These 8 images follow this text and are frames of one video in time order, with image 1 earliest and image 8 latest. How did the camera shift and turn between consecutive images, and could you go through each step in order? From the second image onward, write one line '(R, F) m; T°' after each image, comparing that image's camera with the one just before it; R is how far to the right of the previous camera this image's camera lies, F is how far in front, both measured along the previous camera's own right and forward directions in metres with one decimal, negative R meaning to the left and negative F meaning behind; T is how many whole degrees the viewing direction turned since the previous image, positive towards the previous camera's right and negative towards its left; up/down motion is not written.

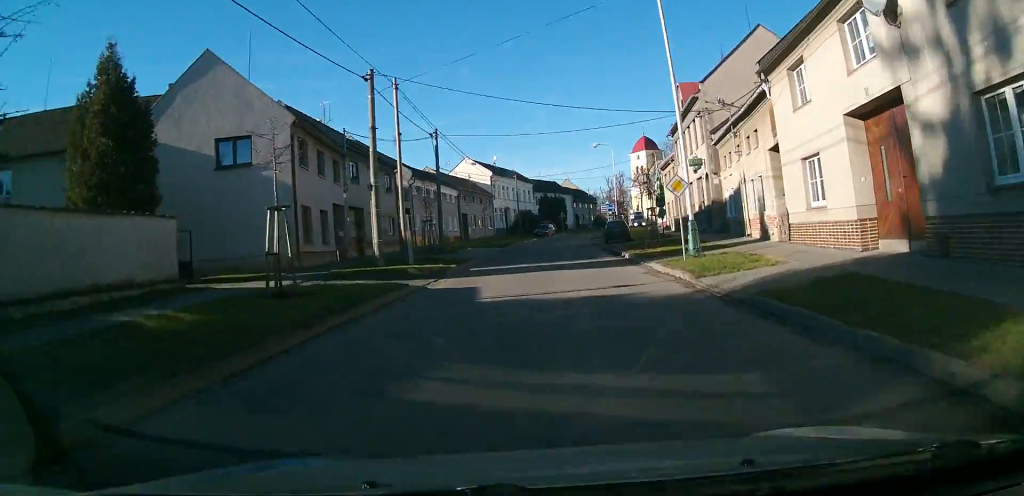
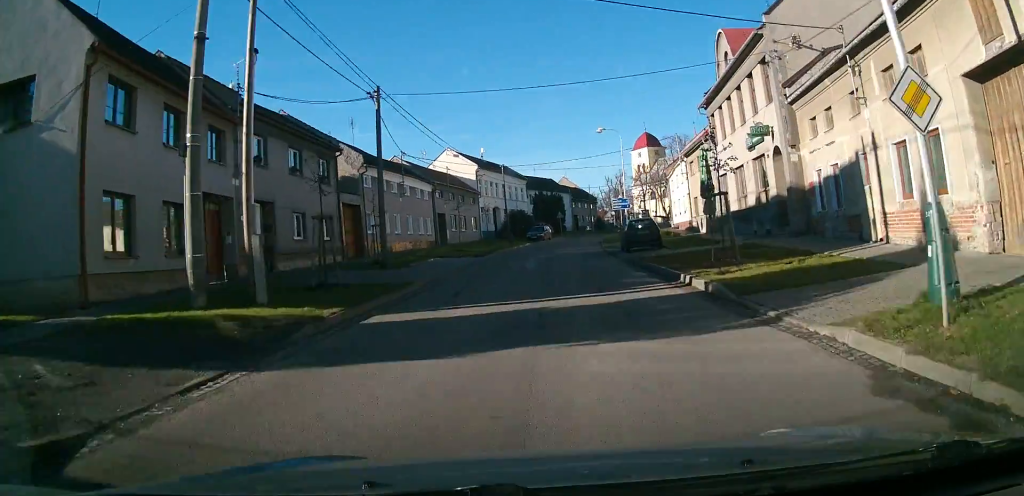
(+0.2, +13.1) m; +1°
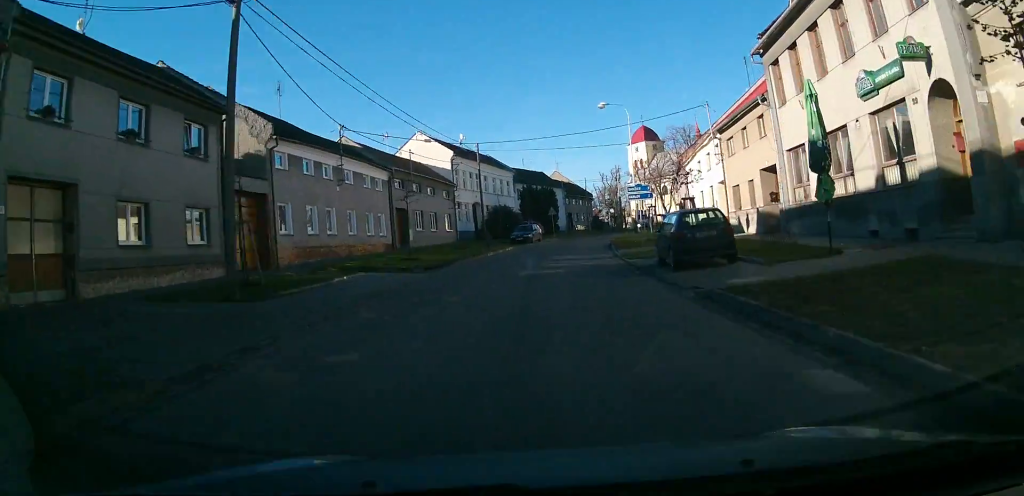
(+0.1, +13.8) m; +1°
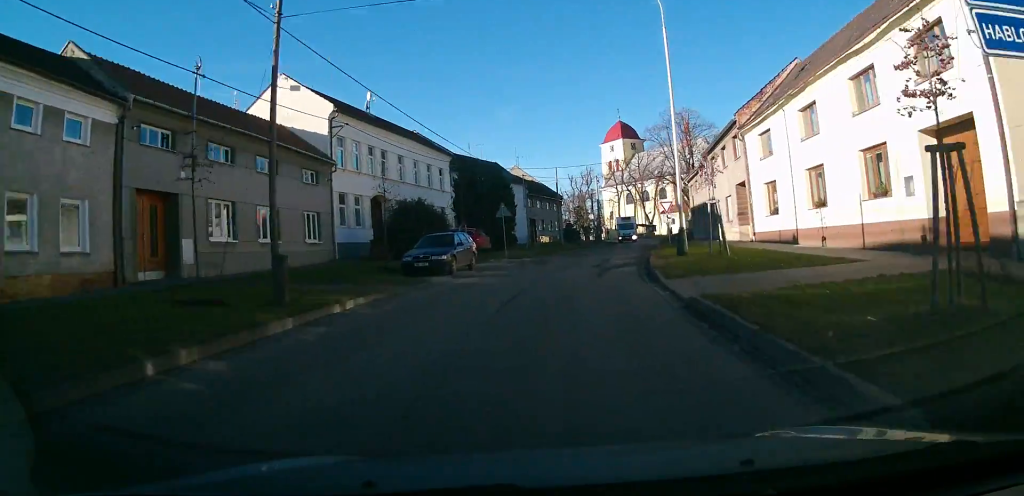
(+0.7, +27.7) m; +4°
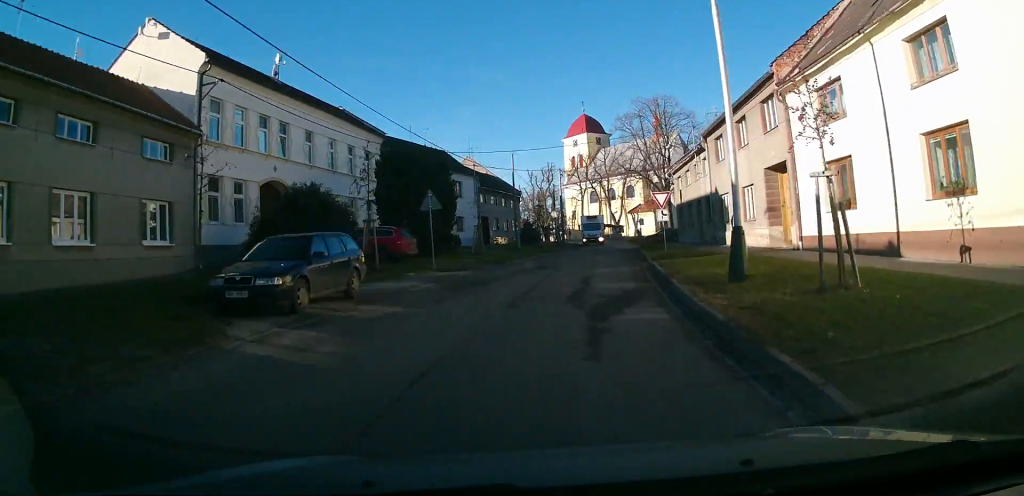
(+0.1, +10.6) m; +3°
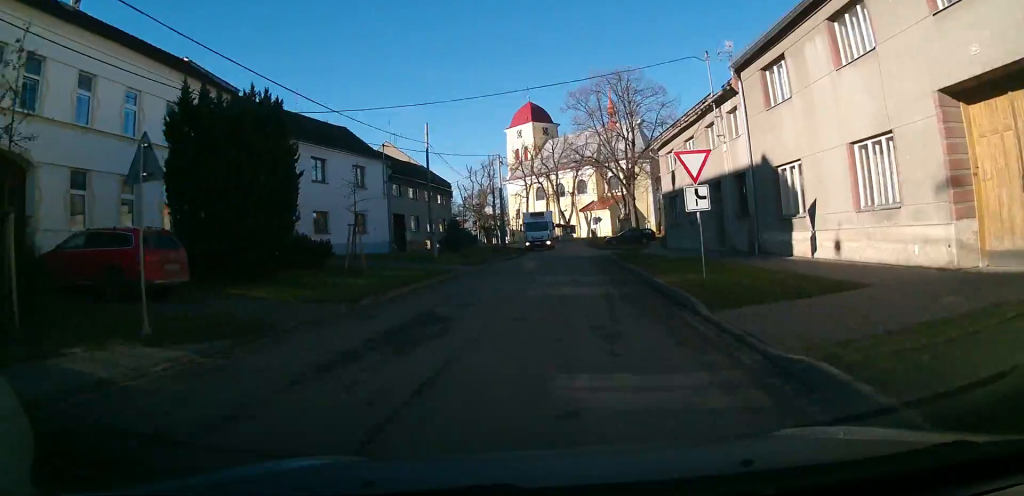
(+0.9, +14.7) m; +7°
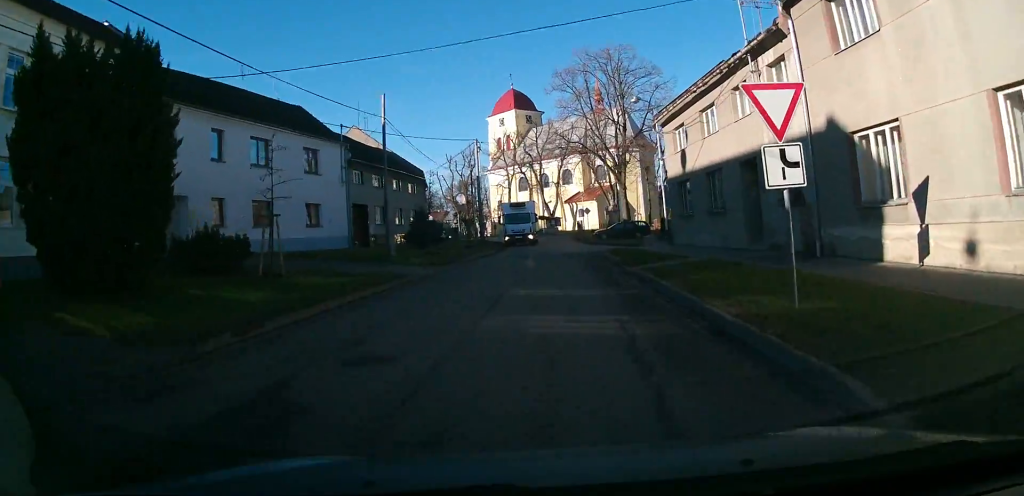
(+0.2, +5.8) m; +2°
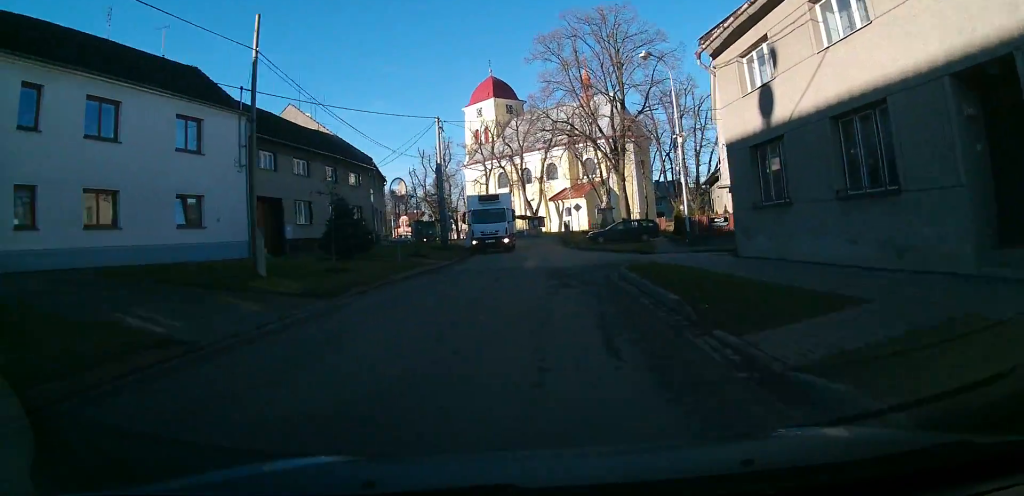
(+0.1, +11.3) m; 0°
